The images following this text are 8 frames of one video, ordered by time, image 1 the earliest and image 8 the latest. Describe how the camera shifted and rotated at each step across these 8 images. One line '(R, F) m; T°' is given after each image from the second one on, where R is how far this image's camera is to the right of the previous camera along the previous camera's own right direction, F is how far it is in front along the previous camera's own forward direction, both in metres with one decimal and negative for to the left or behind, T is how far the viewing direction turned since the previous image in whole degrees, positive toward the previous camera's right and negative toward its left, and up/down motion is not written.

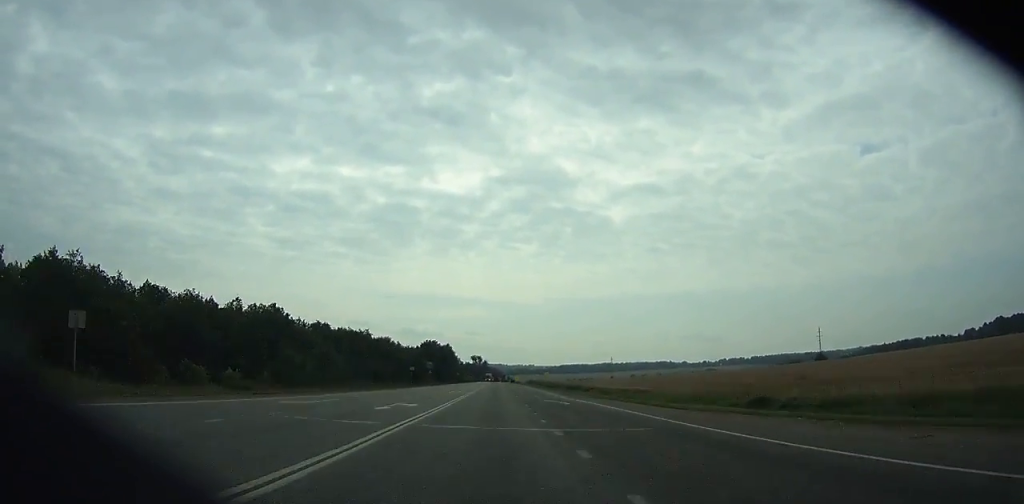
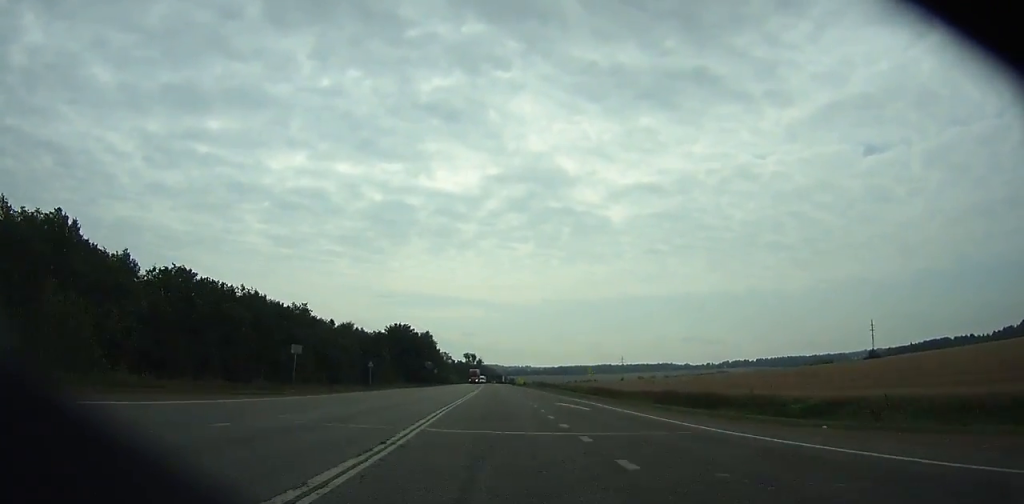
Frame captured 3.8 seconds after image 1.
(-0.2, +65.5) m; 0°
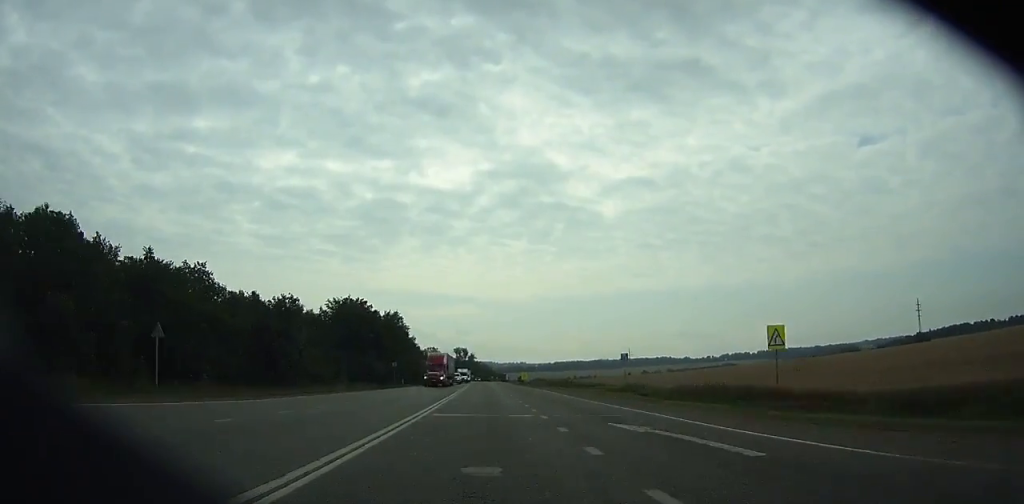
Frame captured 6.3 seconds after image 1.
(+0.2, +48.0) m; 0°
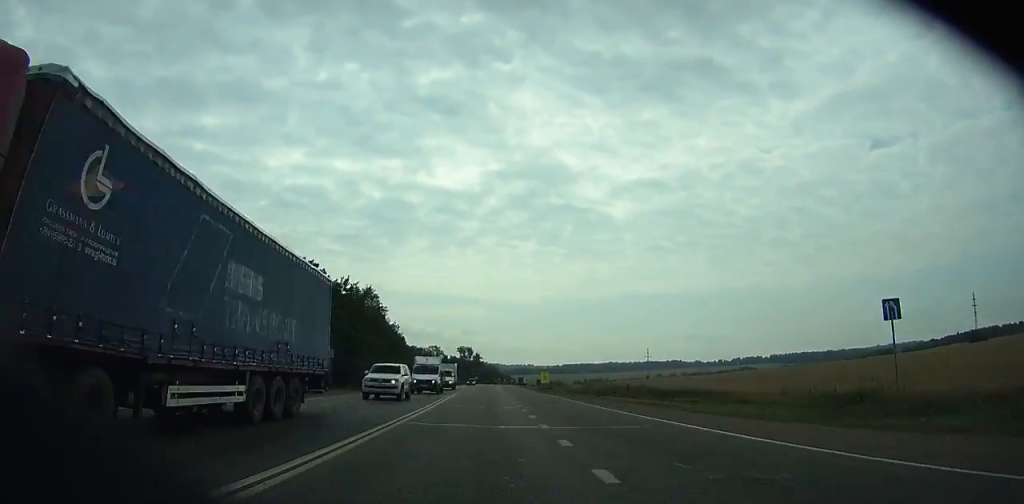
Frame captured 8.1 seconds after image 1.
(+0.1, +37.5) m; 0°
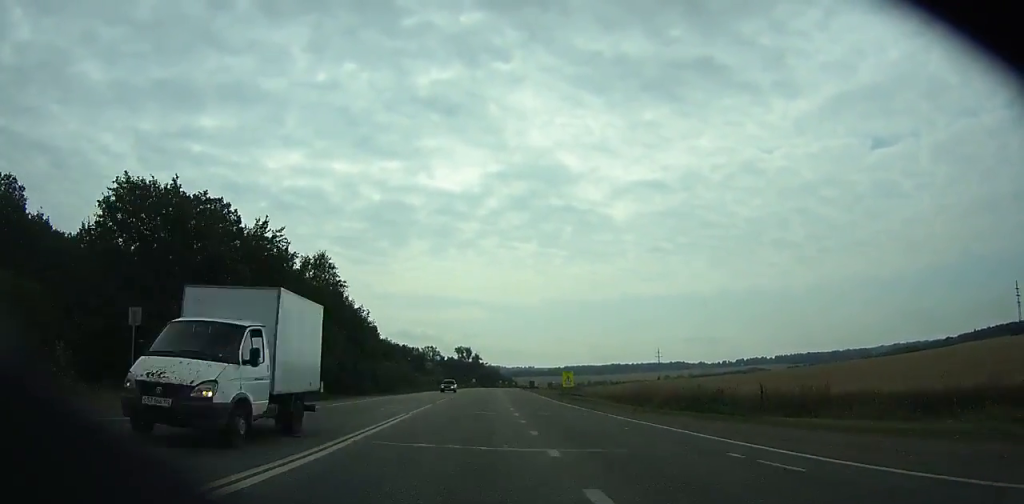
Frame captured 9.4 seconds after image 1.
(+0.1, +27.4) m; 0°
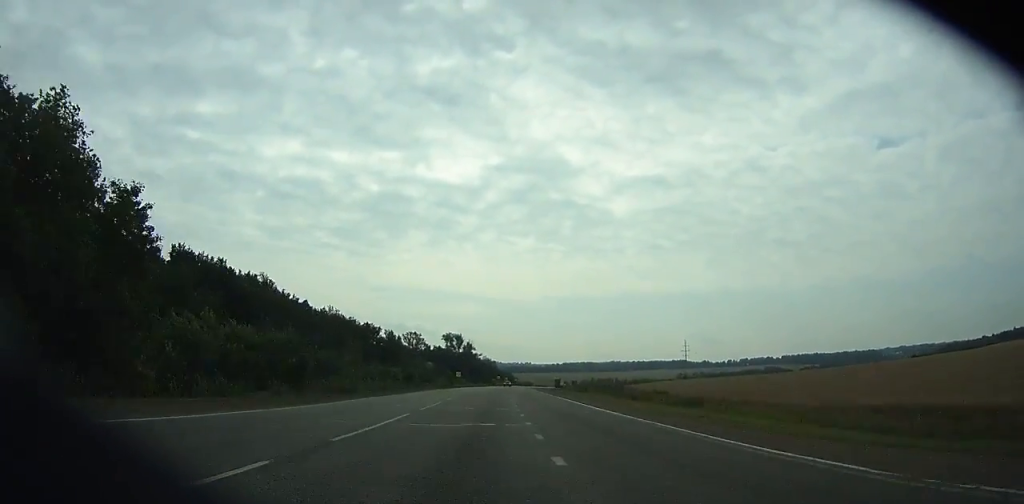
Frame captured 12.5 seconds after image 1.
(-0.3, +68.5) m; 0°
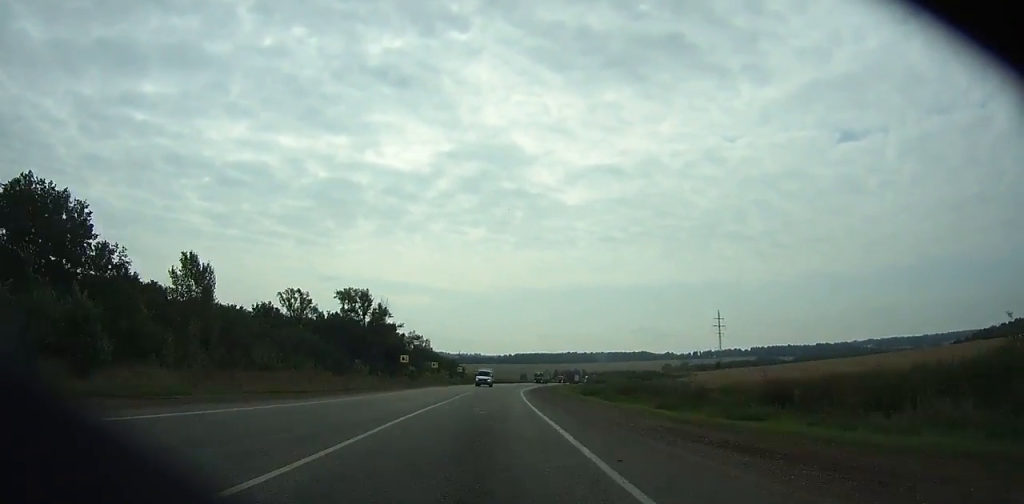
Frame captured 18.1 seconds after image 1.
(+3.8, +126.6) m; +4°
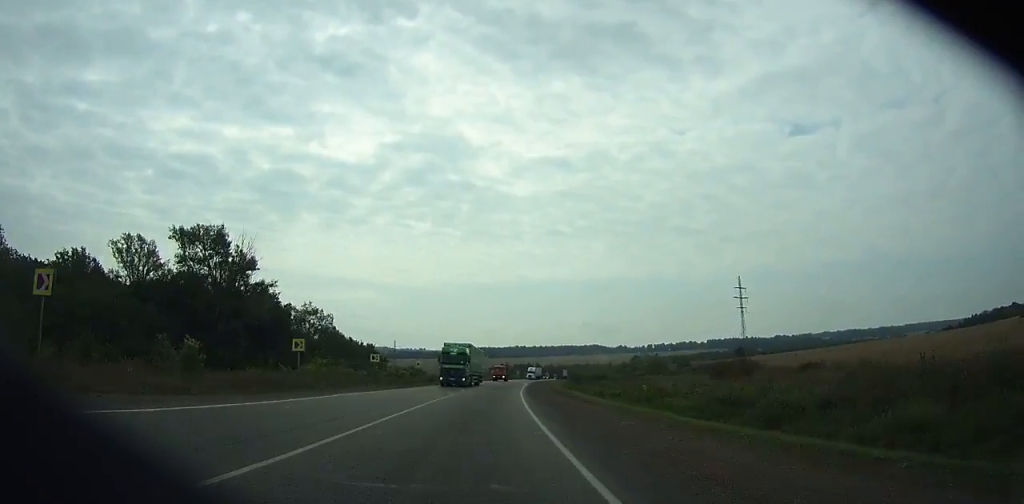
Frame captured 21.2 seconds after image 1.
(+1.8, +69.3) m; +4°
